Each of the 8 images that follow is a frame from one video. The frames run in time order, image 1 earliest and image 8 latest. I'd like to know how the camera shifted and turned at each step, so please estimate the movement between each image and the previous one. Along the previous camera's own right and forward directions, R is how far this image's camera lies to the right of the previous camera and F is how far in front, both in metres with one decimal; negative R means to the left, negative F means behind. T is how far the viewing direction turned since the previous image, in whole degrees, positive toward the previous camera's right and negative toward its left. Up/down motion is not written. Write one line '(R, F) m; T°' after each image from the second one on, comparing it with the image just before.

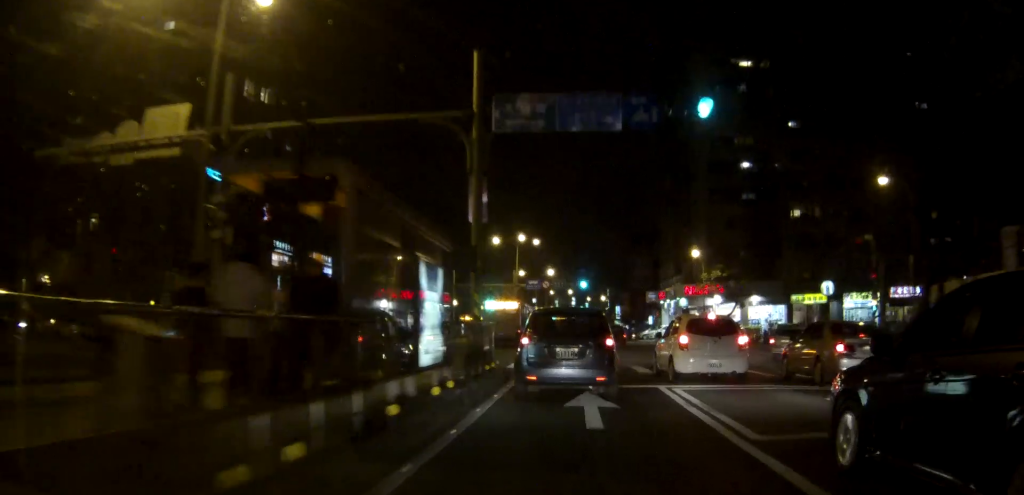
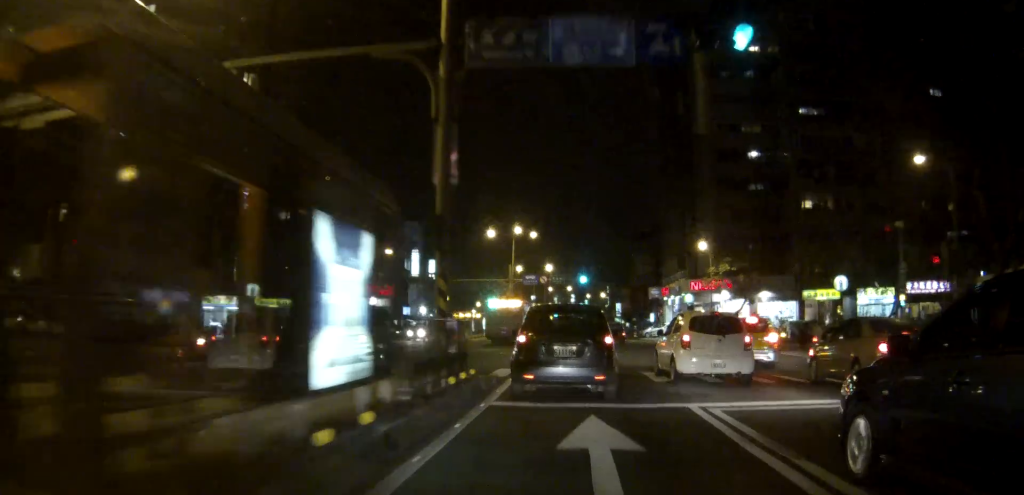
(+0.1, +4.1) m; 0°
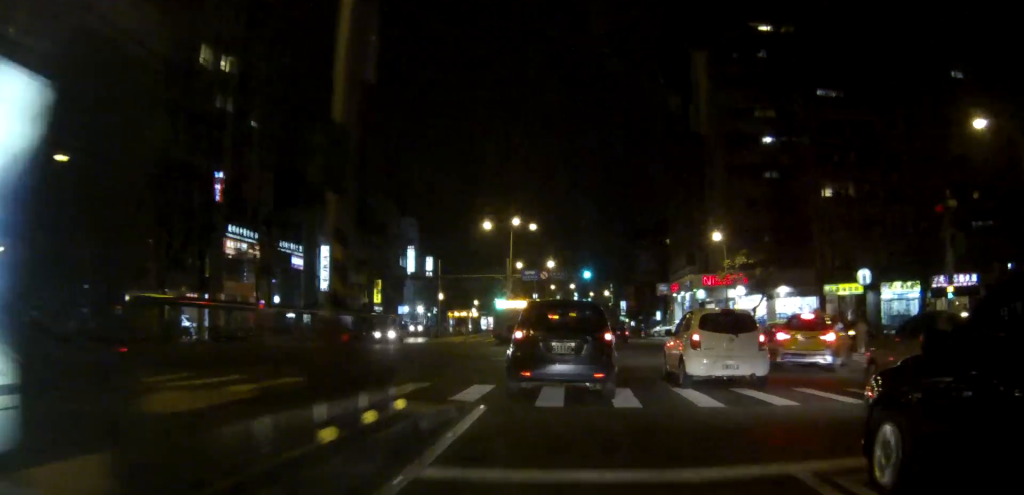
(-0.1, +5.4) m; -1°
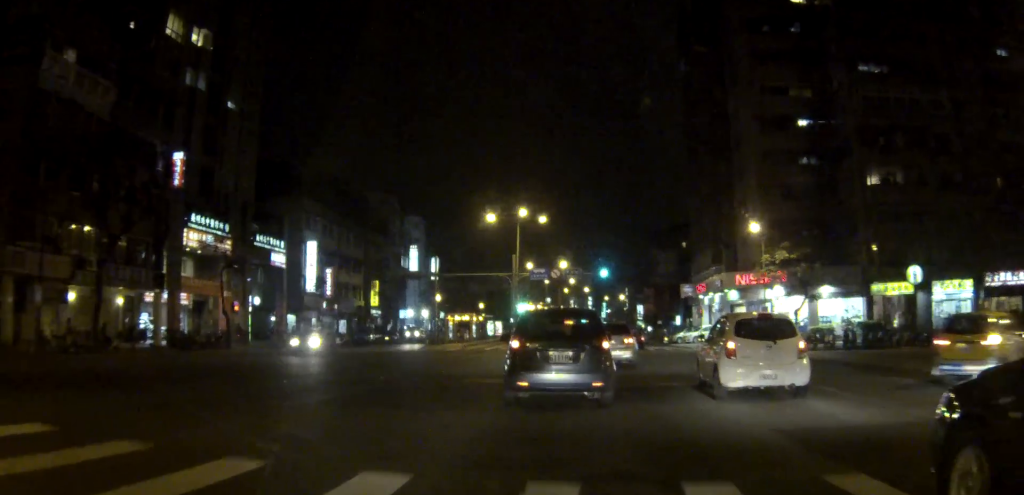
(-0.2, +8.3) m; -2°
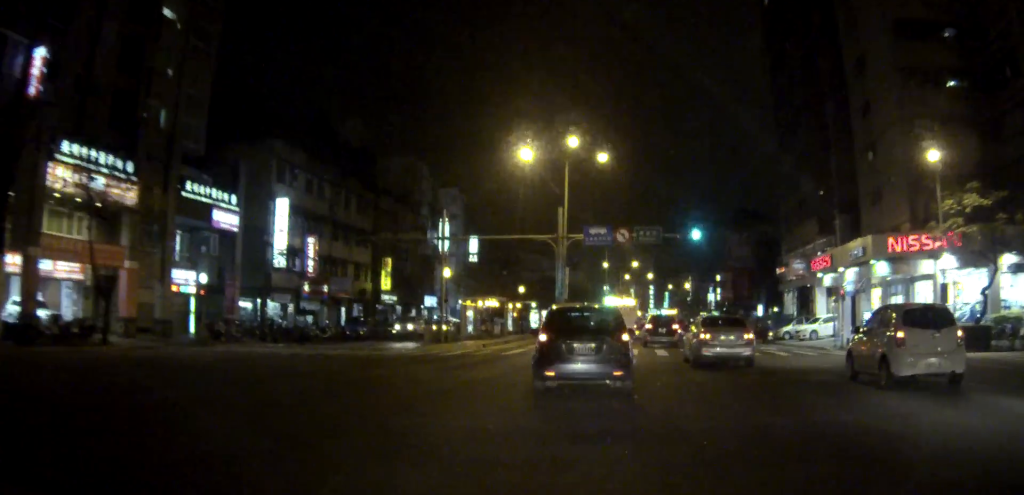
(-0.5, +19.6) m; -2°
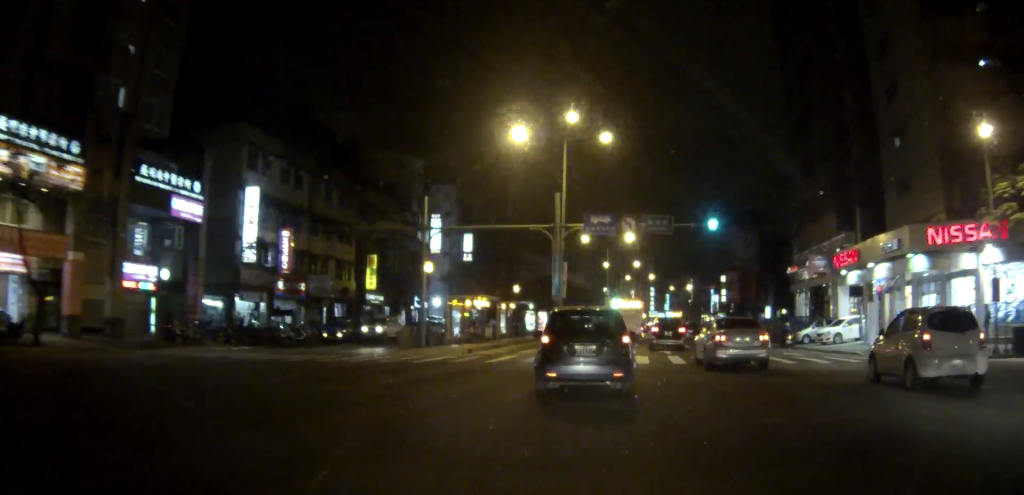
(0.0, +4.7) m; 0°
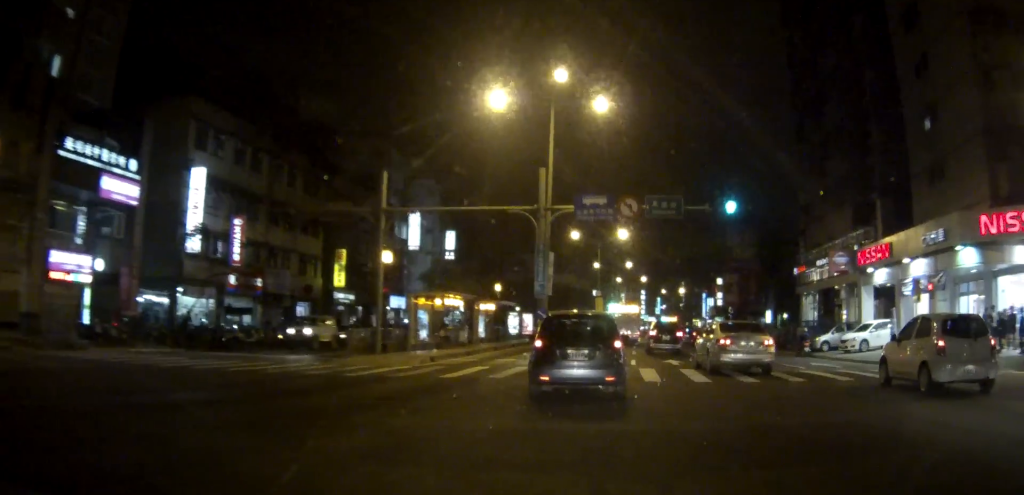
(0.0, +5.8) m; 0°
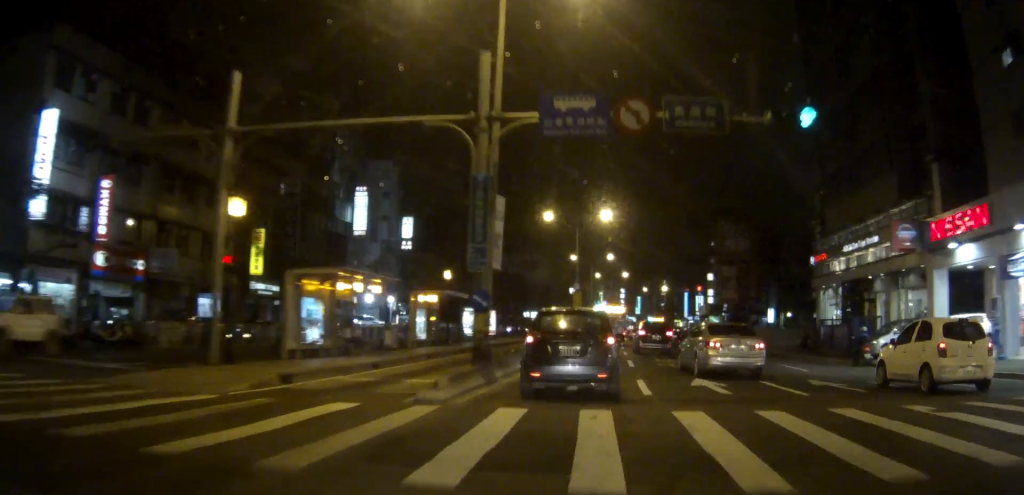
(+0.1, +11.5) m; +1°
